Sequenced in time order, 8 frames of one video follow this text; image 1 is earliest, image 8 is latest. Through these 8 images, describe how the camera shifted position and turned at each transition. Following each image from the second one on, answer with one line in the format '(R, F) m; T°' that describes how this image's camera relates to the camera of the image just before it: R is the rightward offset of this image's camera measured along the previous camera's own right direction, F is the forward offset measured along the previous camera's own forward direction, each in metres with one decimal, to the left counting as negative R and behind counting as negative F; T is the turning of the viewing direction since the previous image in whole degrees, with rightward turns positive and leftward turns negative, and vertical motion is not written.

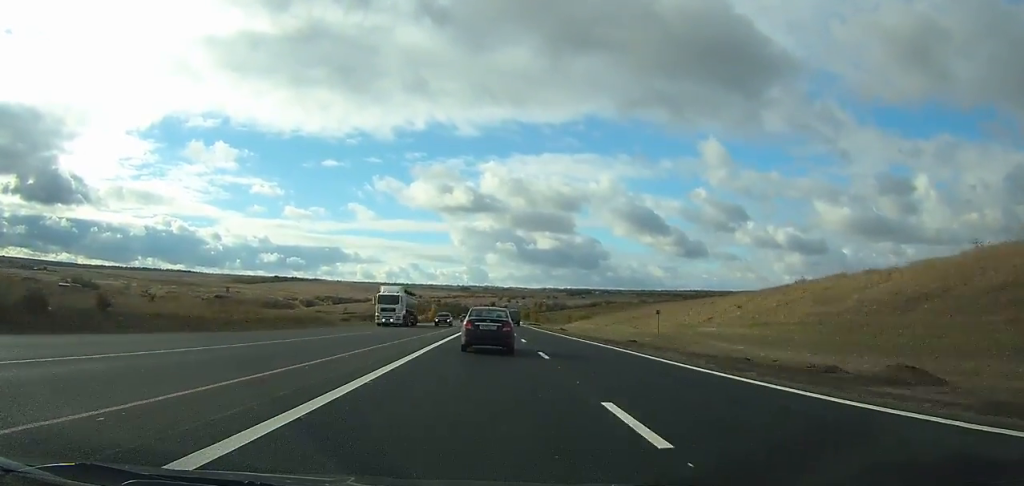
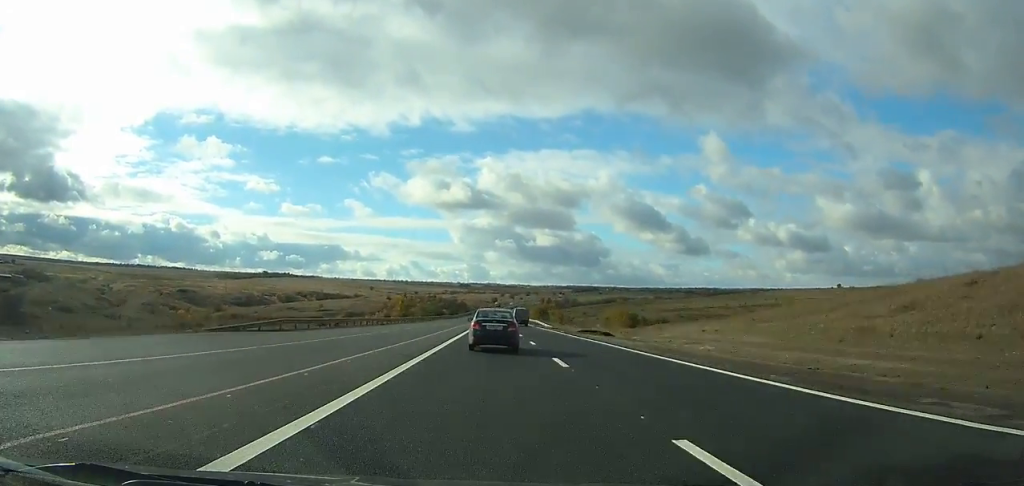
(-0.1, +73.0) m; 0°
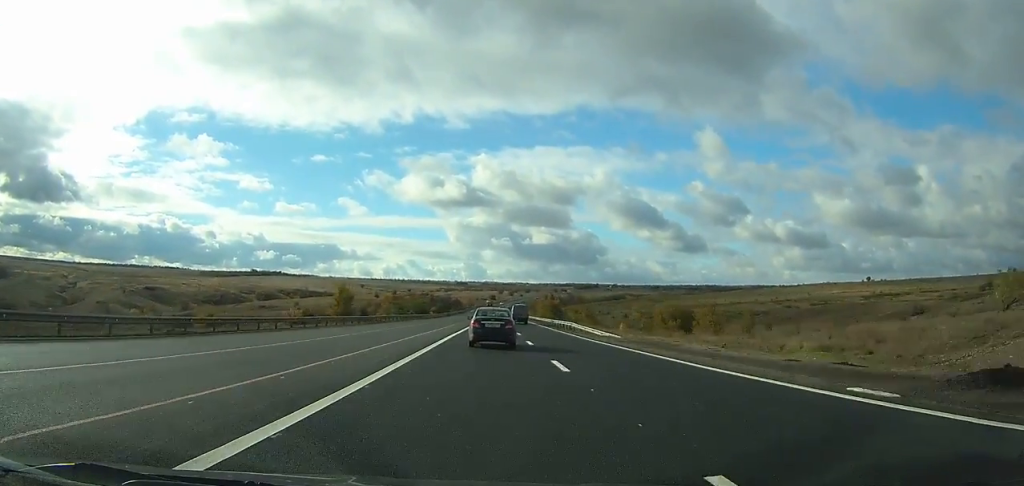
(0.0, +46.8) m; 0°
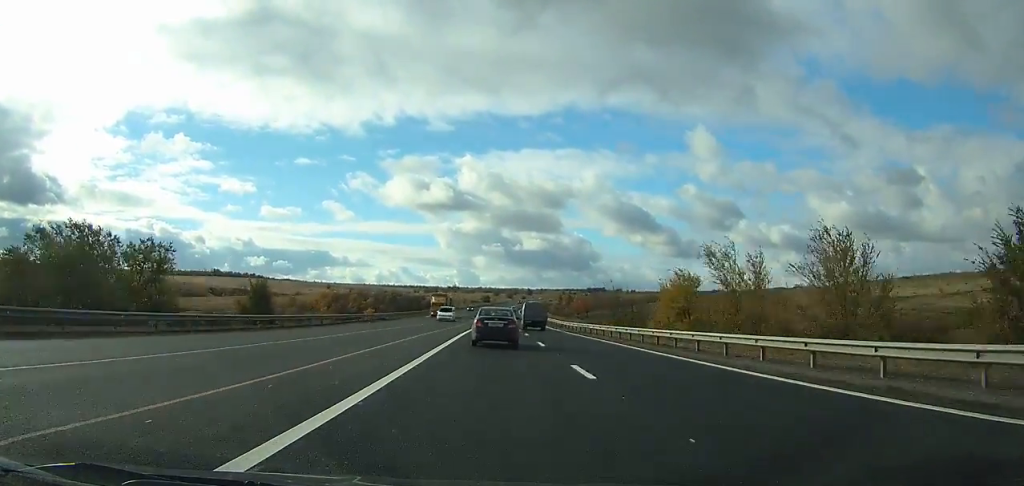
(+0.5, +133.1) m; 0°
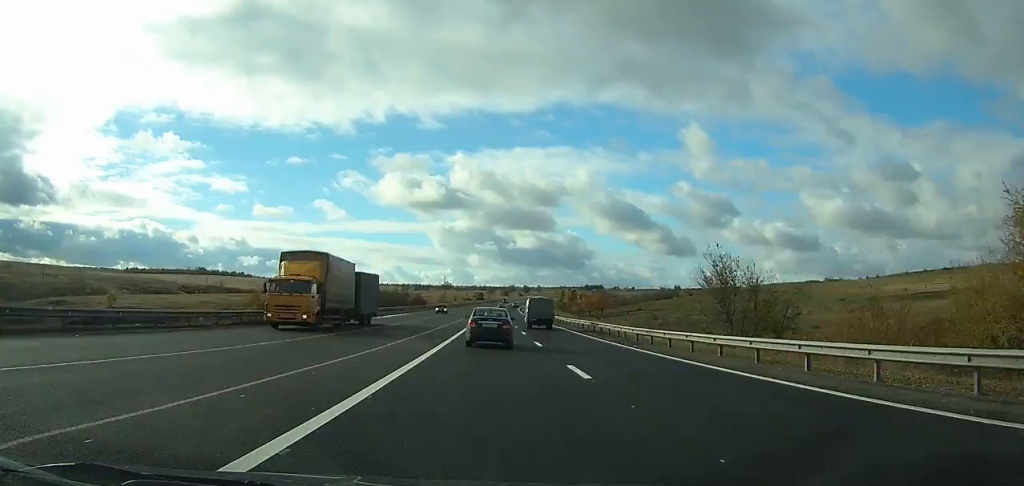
(0.0, +32.3) m; 0°
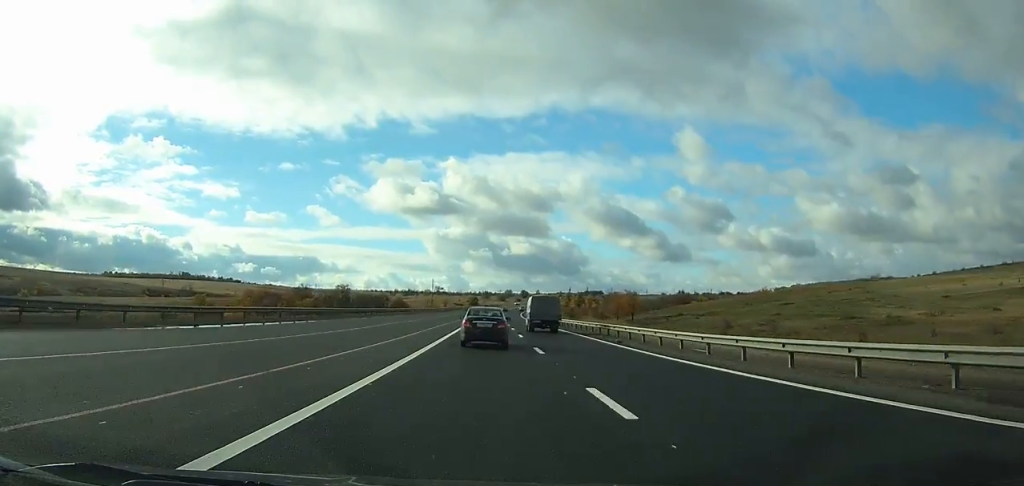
(+0.1, +38.0) m; 0°
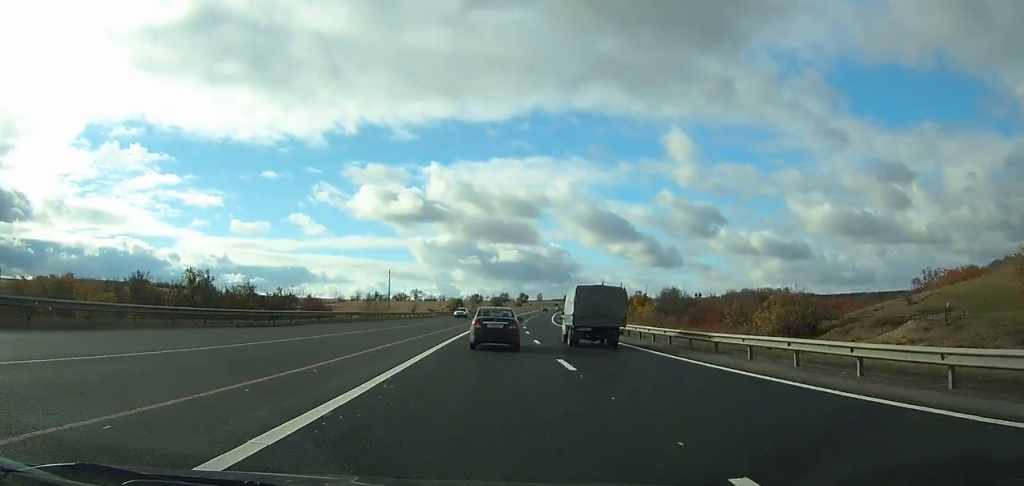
(+0.7, +101.4) m; +1°
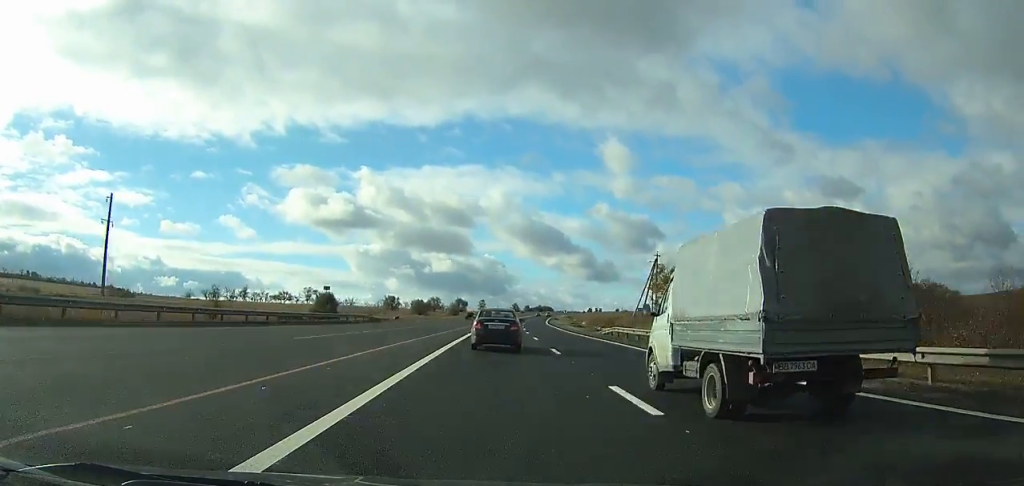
(+3.4, +123.5) m; +5°
